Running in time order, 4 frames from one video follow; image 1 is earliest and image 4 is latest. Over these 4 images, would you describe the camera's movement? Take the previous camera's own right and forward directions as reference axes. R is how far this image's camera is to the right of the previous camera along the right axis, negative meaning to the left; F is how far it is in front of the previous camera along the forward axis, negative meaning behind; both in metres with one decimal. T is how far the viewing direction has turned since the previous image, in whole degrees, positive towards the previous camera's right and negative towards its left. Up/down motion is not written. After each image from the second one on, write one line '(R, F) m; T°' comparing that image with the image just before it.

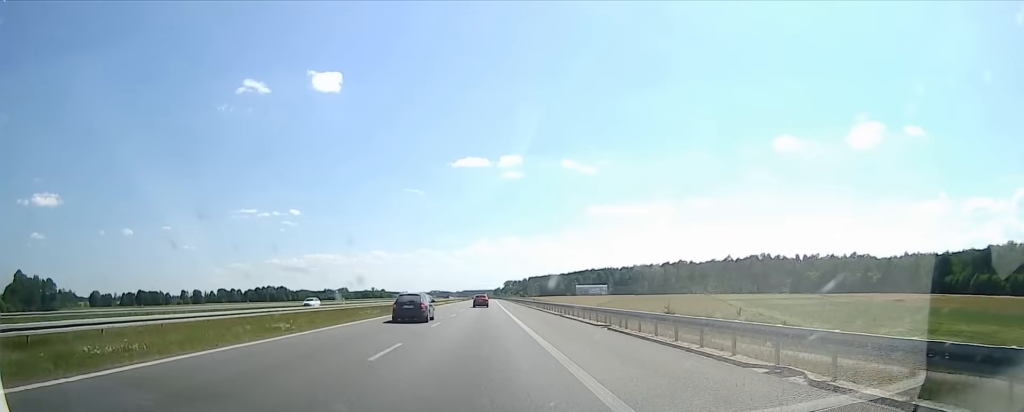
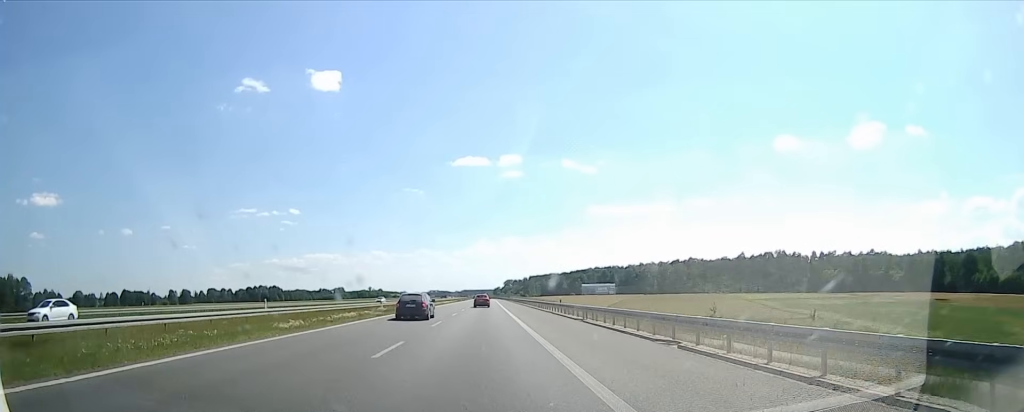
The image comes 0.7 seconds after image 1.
(0.0, +23.9) m; 0°
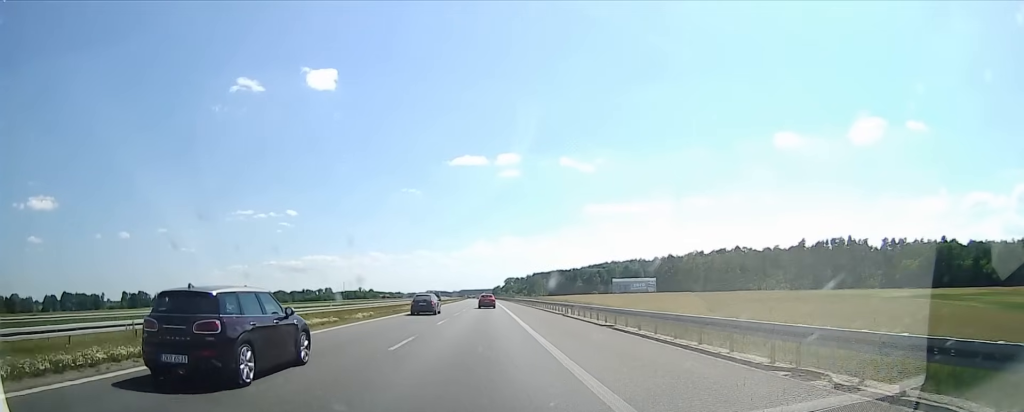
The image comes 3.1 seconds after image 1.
(-2.4, +82.9) m; -1°
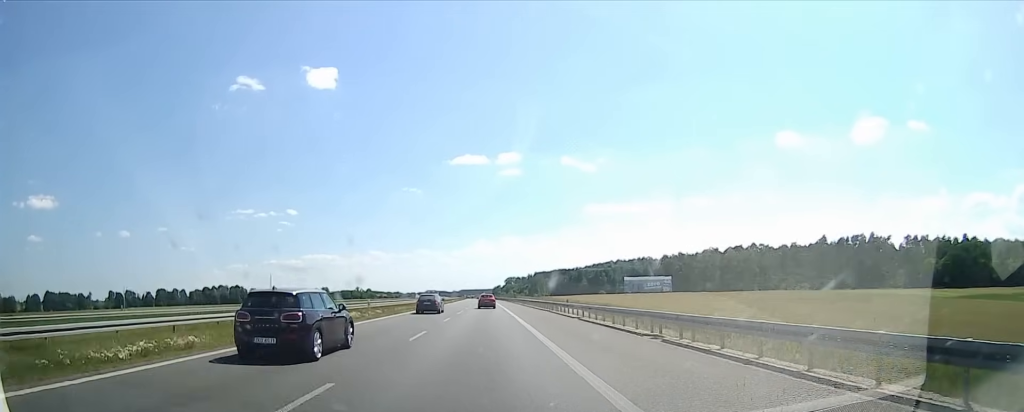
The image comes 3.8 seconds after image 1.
(0.0, +21.5) m; +2°
